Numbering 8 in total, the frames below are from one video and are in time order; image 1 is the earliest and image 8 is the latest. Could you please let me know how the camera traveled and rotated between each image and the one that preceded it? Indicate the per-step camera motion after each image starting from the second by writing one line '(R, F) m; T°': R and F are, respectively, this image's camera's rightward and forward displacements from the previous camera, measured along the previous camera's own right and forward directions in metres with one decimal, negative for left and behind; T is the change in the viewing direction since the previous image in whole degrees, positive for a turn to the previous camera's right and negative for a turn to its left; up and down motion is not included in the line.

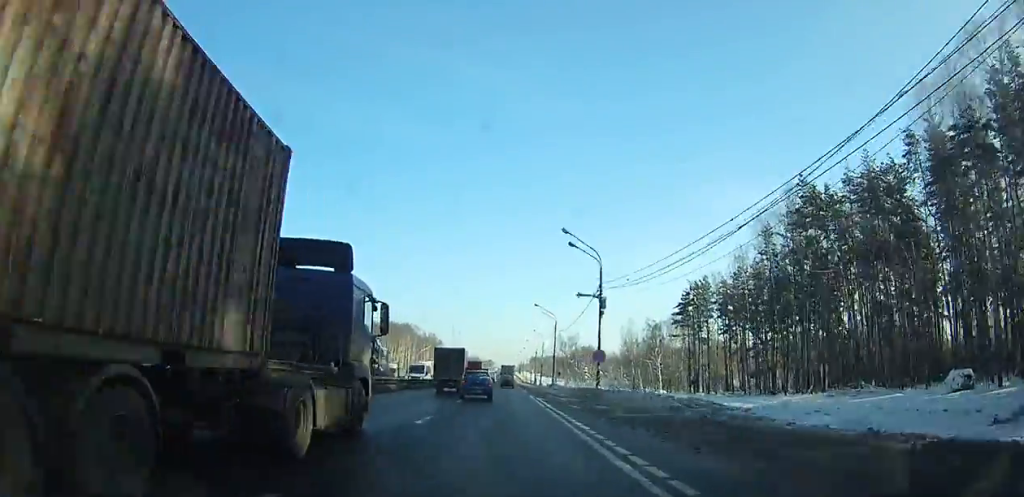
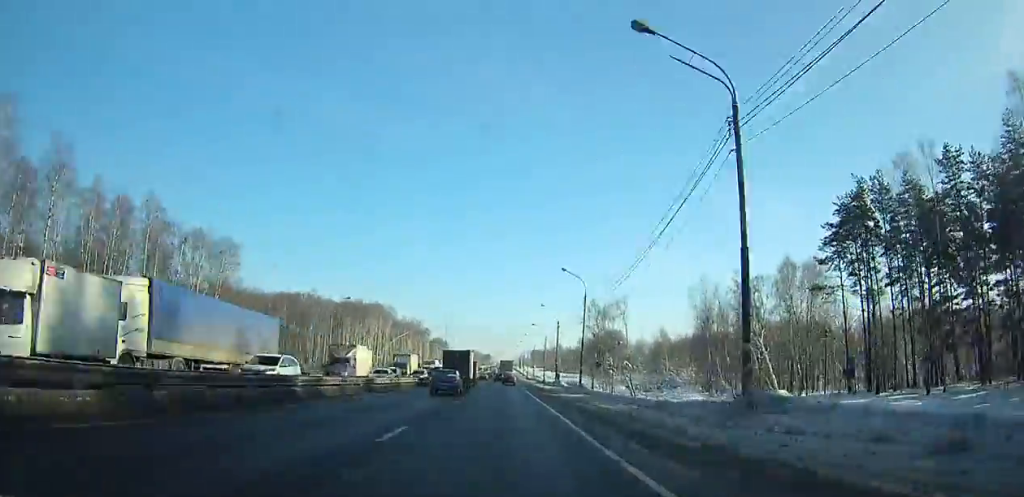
(+0.6, +68.3) m; 0°
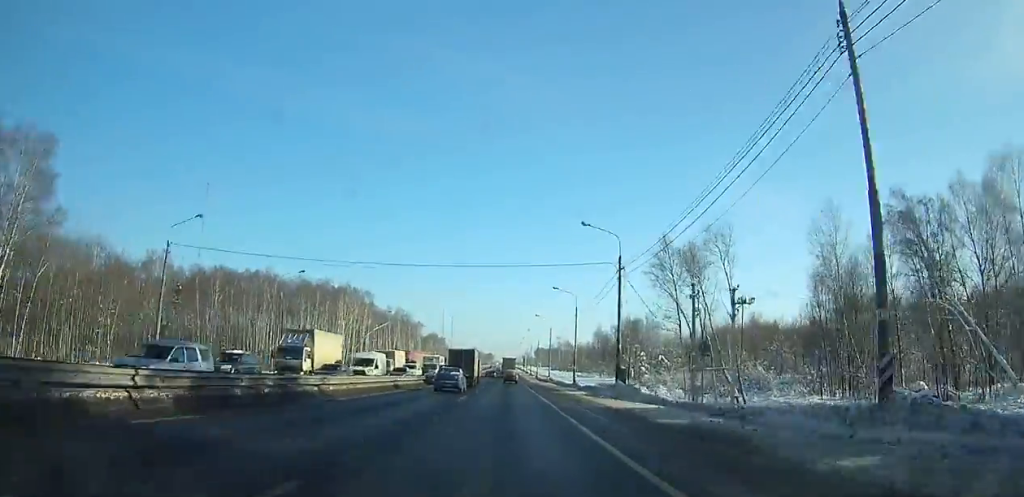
(-0.1, +43.6) m; 0°
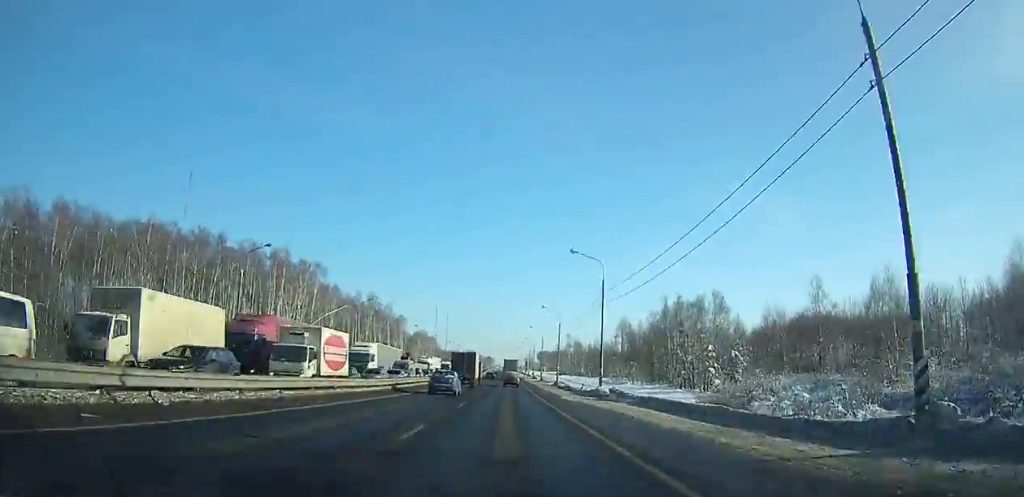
(+0.1, +48.2) m; -1°
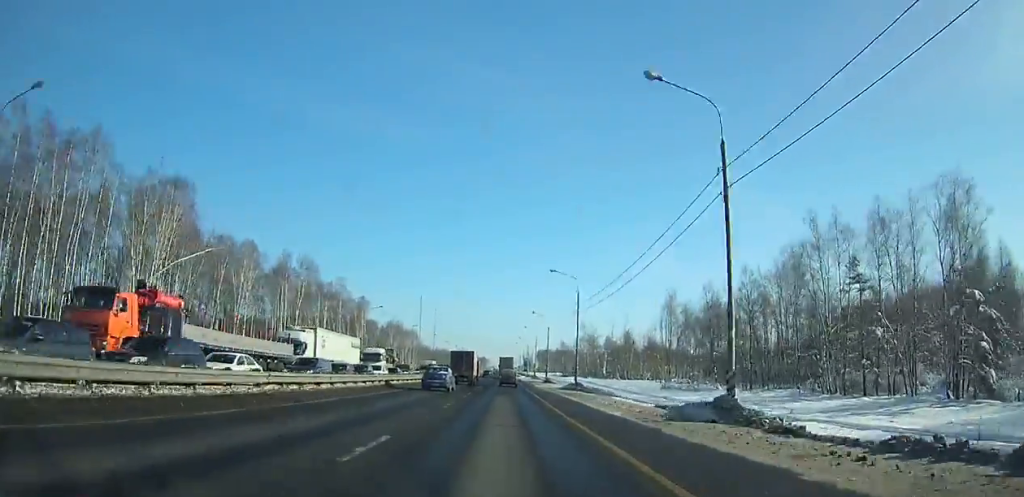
(-1.6, +54.5) m; -1°
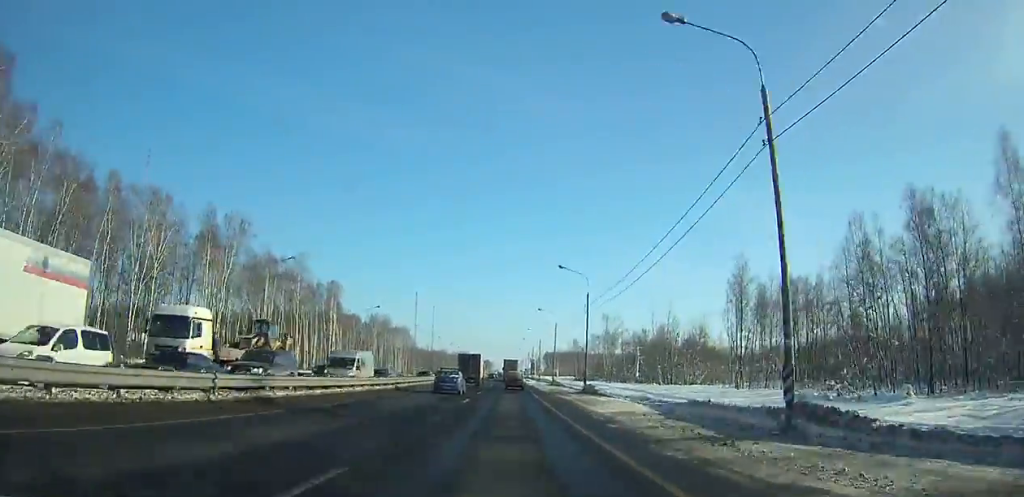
(+0.7, +34.6) m; +2°
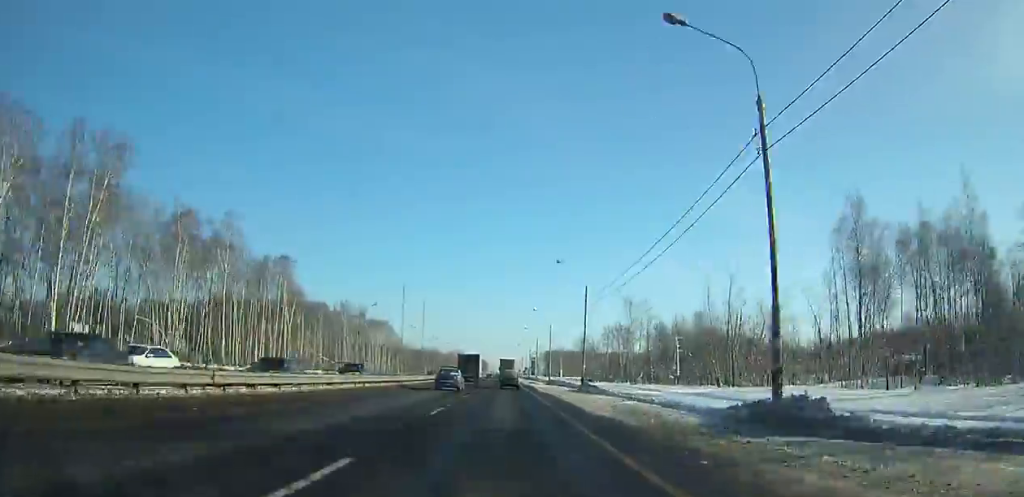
(+0.8, +34.3) m; +2°
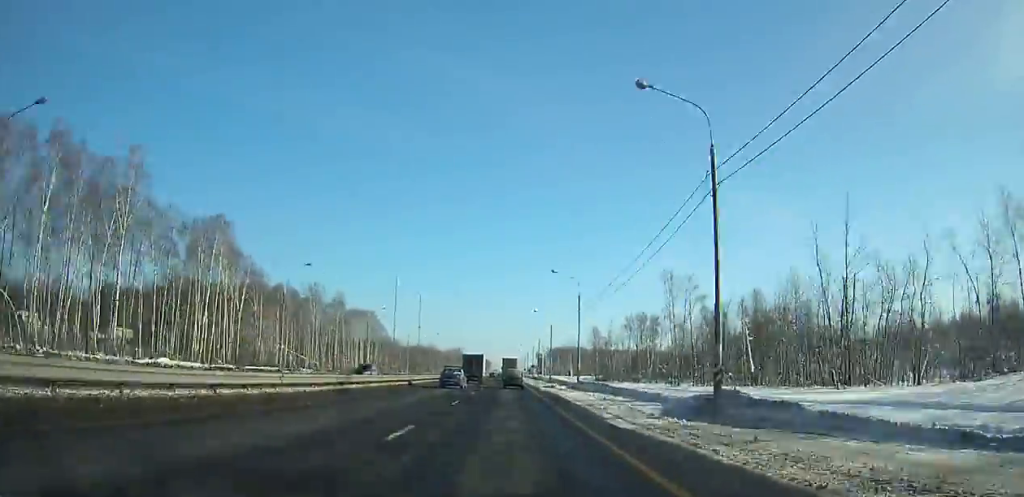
(+0.7, +33.9) m; 0°
